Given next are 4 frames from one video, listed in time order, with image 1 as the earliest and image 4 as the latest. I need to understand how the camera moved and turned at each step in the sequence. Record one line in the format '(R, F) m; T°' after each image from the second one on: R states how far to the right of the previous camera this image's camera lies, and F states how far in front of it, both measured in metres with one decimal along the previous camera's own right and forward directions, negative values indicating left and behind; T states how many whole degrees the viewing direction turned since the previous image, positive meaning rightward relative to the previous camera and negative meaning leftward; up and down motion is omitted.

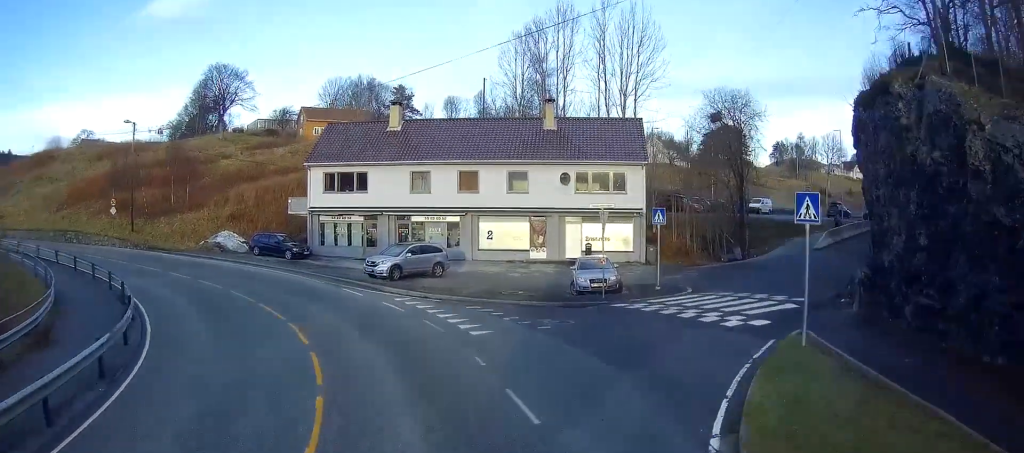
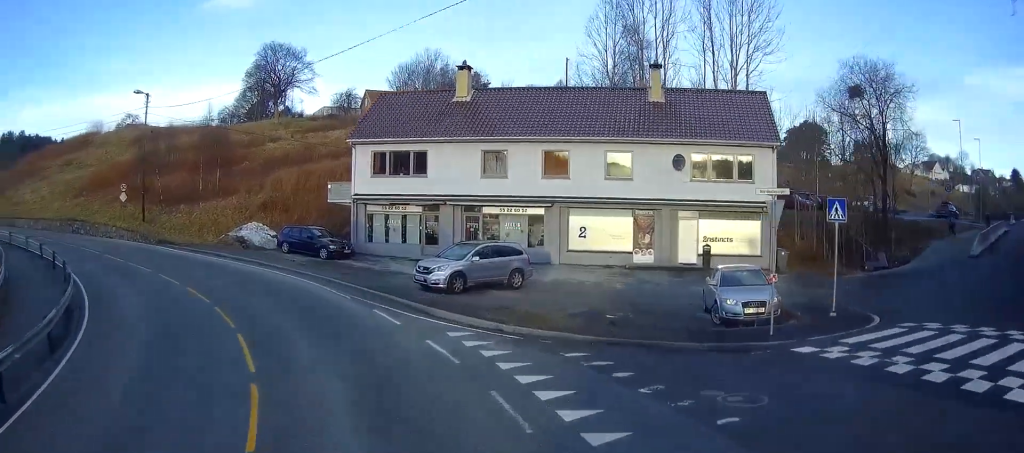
(-0.5, +7.4) m; -8°
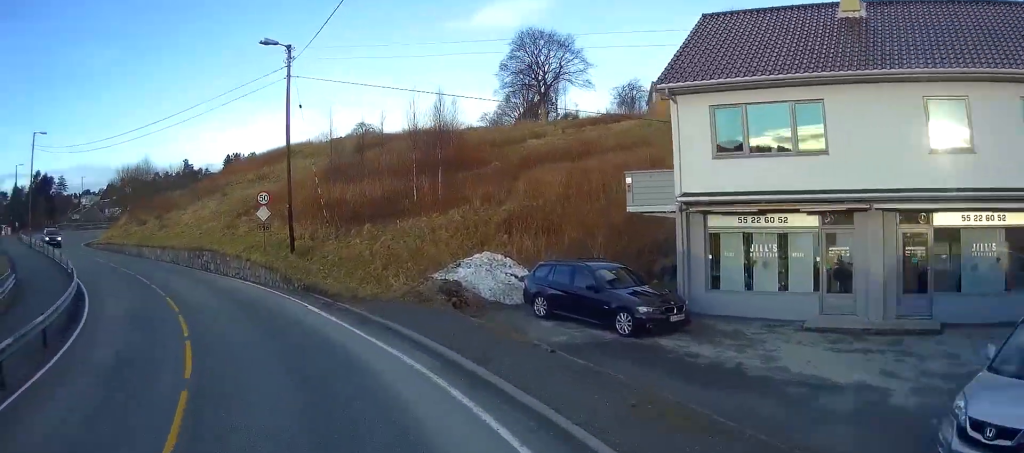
(-2.6, +16.3) m; -18°
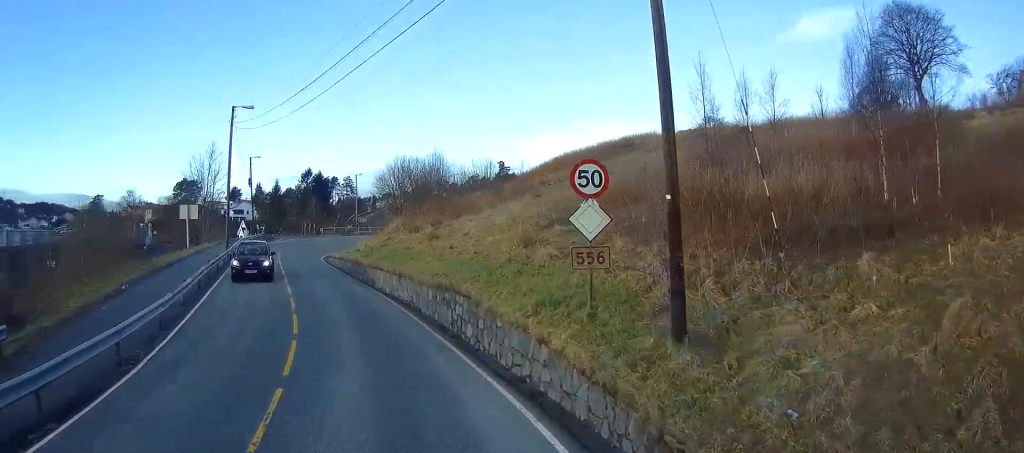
(-3.2, +16.8) m; -24°
